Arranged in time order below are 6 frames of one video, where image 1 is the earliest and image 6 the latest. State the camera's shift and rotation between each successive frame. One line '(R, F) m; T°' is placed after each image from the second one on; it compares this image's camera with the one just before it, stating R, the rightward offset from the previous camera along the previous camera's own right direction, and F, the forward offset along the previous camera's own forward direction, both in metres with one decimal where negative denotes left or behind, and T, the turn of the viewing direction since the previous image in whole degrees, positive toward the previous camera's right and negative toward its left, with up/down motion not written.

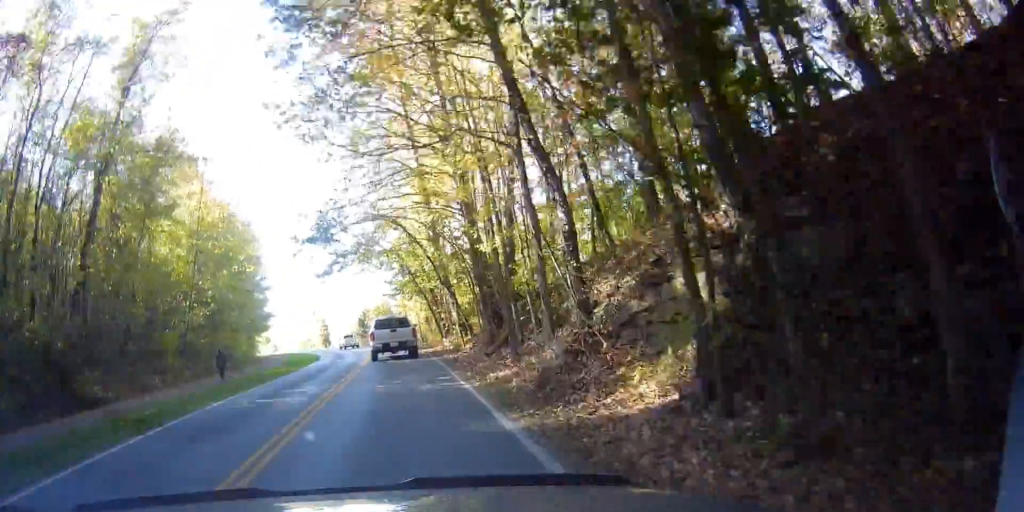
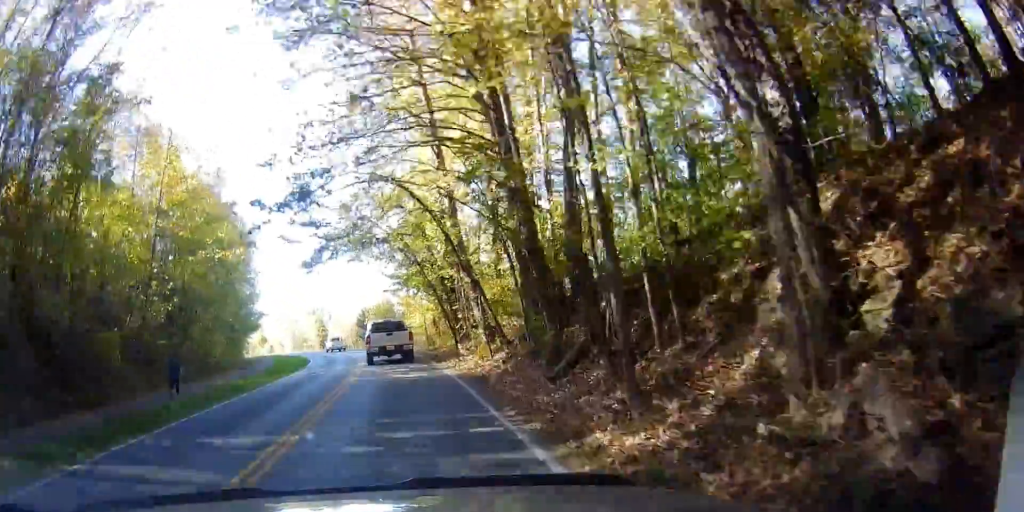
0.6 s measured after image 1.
(+0.2, +6.4) m; +2°
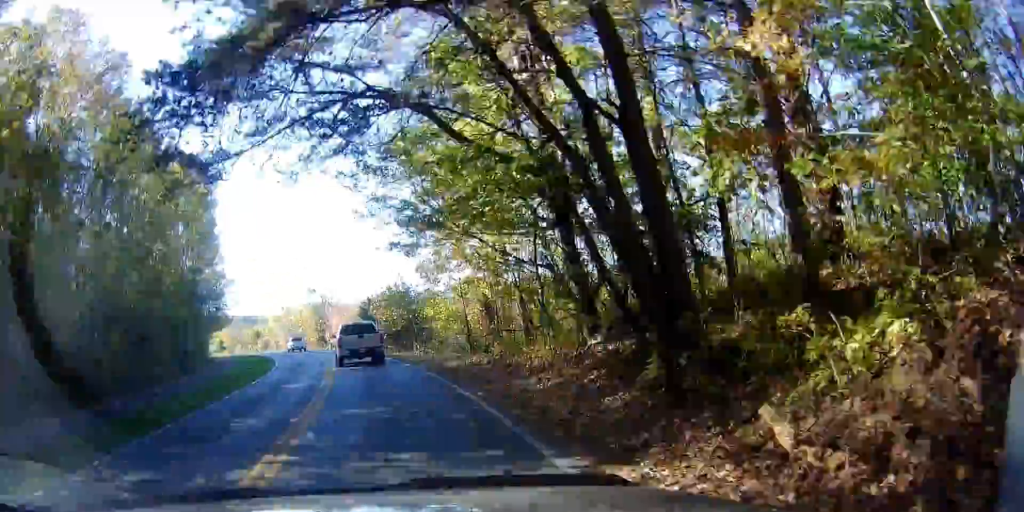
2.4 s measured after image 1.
(+0.4, +19.3) m; -2°
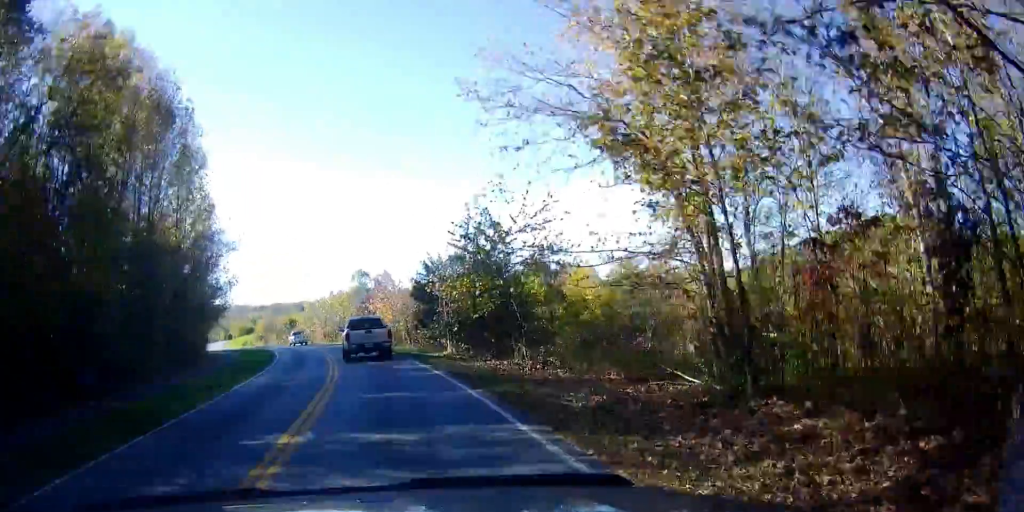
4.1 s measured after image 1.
(-1.1, +18.9) m; -1°
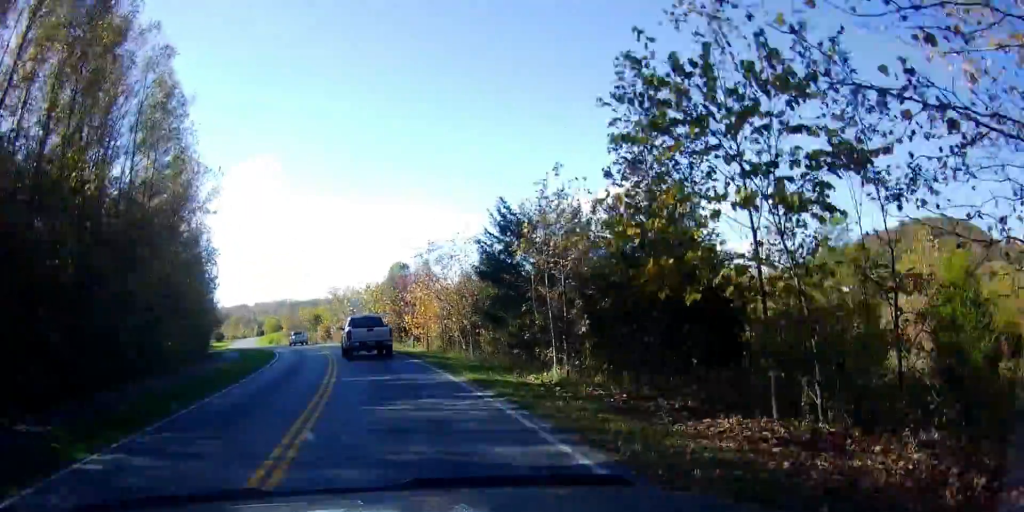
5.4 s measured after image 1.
(+0.6, +13.8) m; -1°
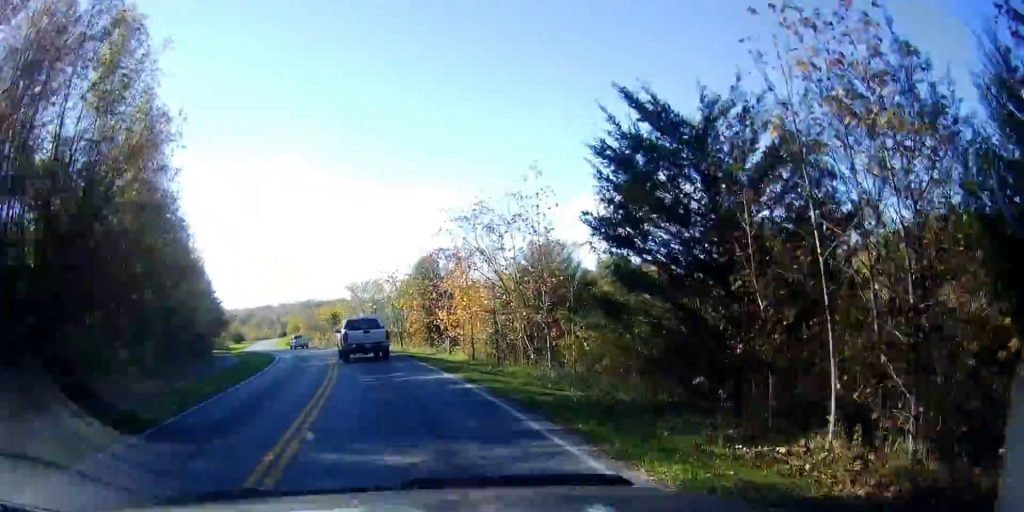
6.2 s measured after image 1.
(-0.4, +9.9) m; -3°
